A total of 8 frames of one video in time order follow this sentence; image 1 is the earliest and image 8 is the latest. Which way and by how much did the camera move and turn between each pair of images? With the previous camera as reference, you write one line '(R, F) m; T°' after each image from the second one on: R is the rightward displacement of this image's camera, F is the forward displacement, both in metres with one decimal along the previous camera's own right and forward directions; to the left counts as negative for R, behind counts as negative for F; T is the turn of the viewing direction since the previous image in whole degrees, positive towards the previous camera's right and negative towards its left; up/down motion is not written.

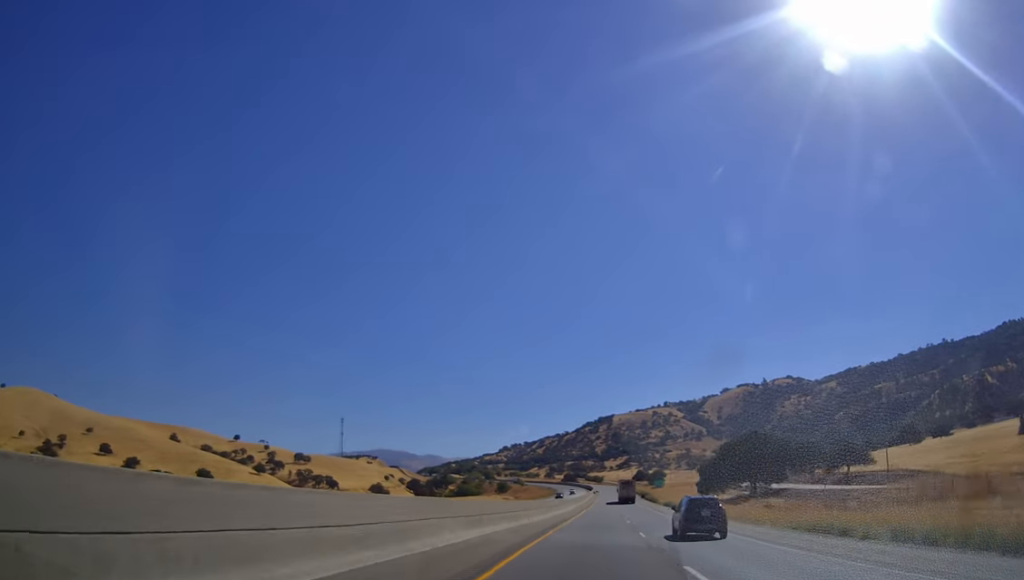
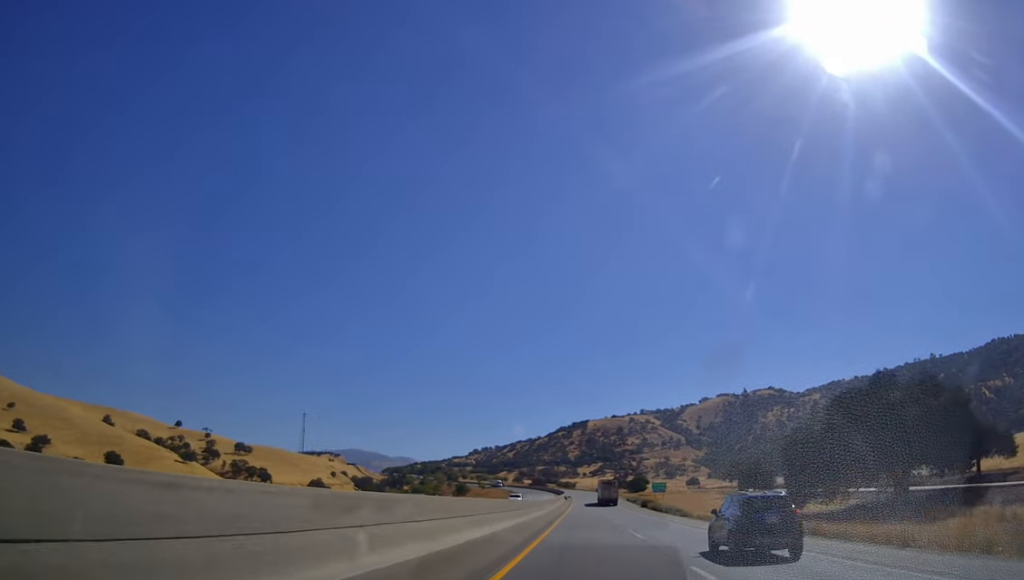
(+2.1, +58.4) m; +3°
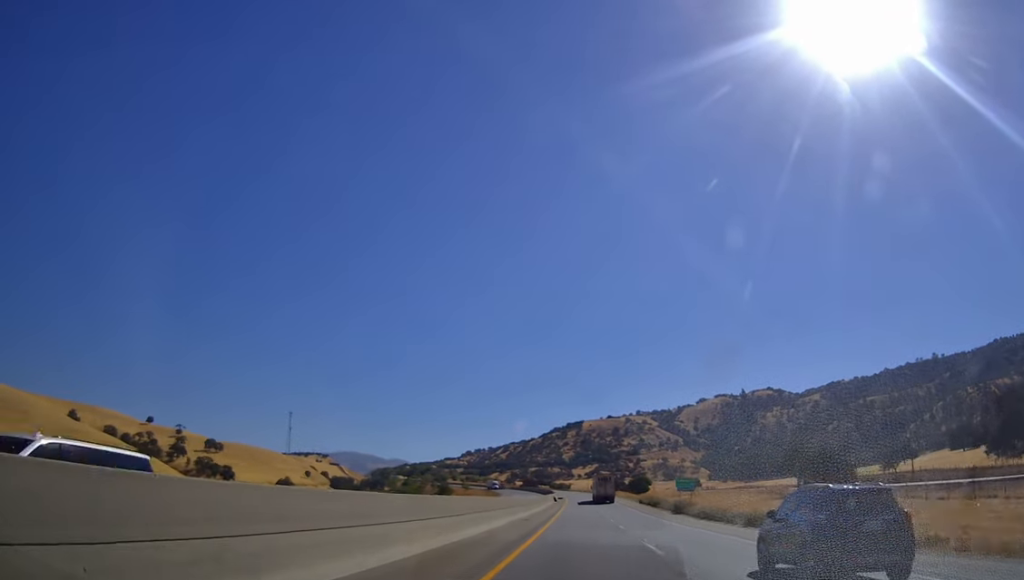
(+0.2, +36.7) m; +1°
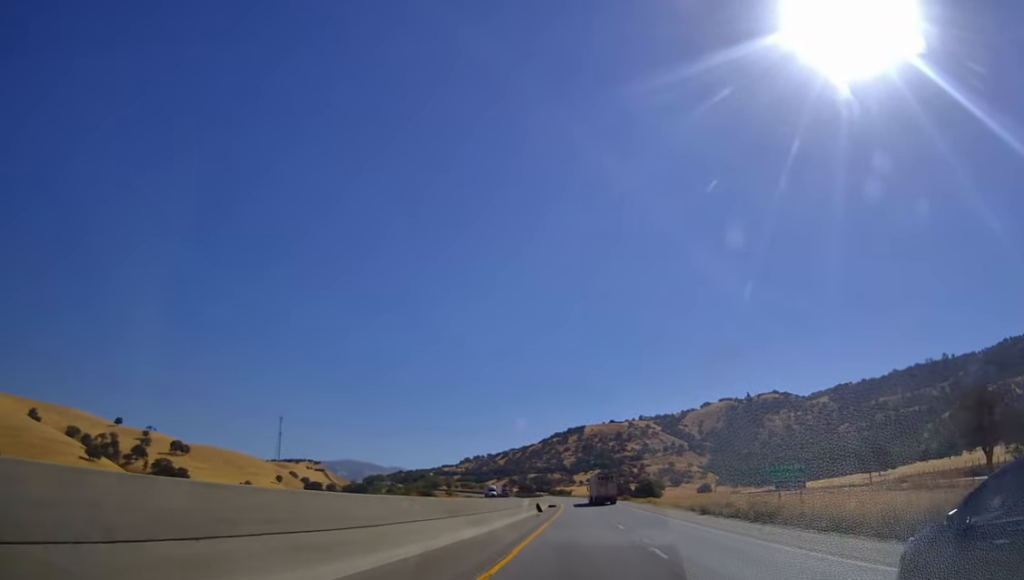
(+0.6, +45.0) m; 0°
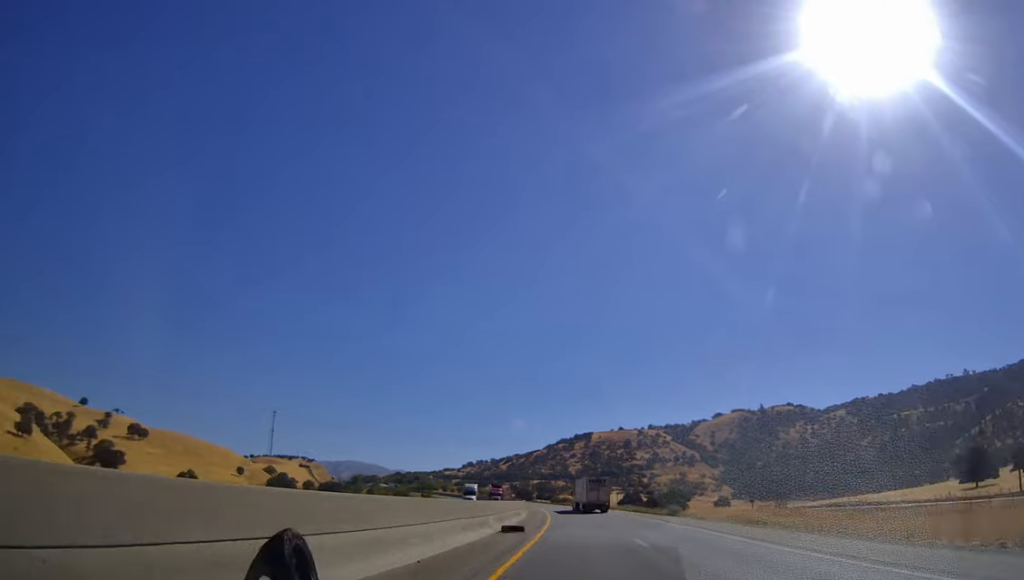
(+0.1, +53.2) m; 0°
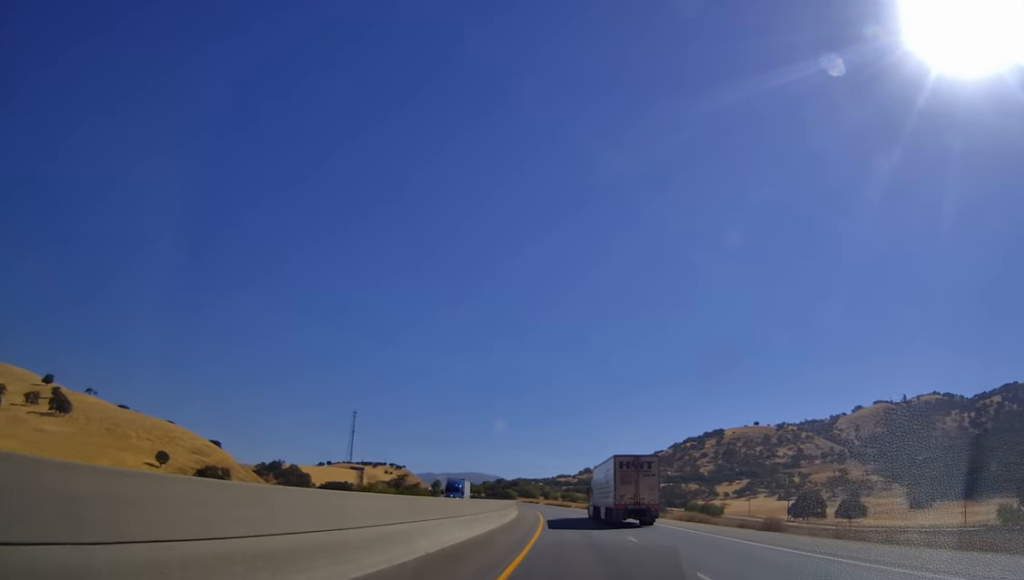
(-8.9, +155.3) m; -10°
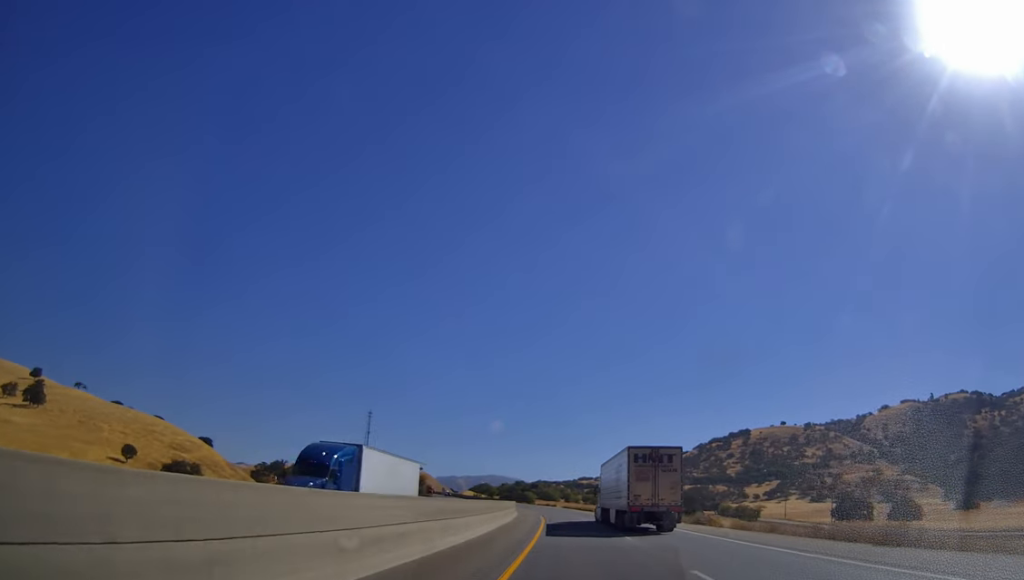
(-1.2, +28.2) m; -2°
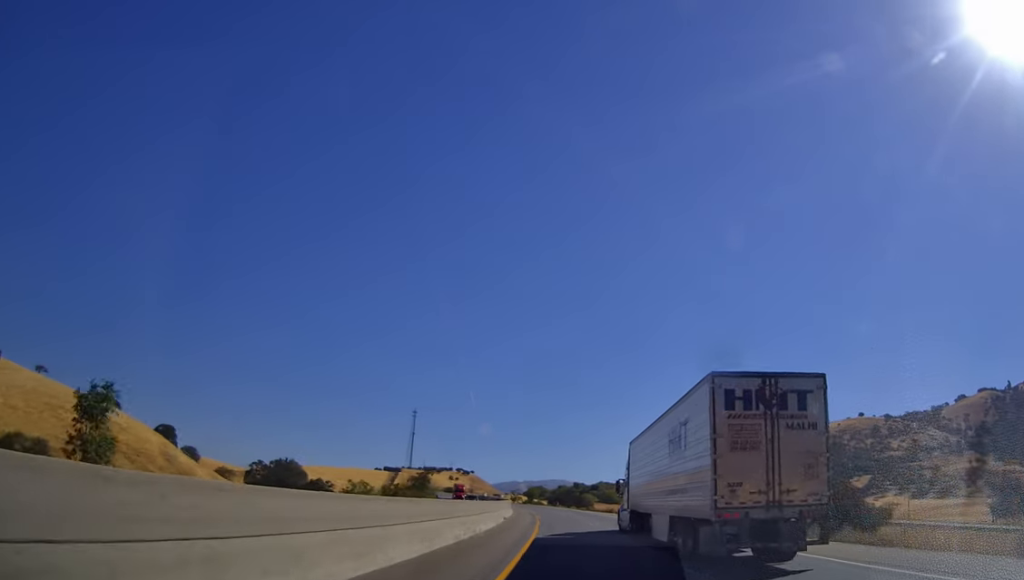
(-3.2, +75.9) m; -5°
